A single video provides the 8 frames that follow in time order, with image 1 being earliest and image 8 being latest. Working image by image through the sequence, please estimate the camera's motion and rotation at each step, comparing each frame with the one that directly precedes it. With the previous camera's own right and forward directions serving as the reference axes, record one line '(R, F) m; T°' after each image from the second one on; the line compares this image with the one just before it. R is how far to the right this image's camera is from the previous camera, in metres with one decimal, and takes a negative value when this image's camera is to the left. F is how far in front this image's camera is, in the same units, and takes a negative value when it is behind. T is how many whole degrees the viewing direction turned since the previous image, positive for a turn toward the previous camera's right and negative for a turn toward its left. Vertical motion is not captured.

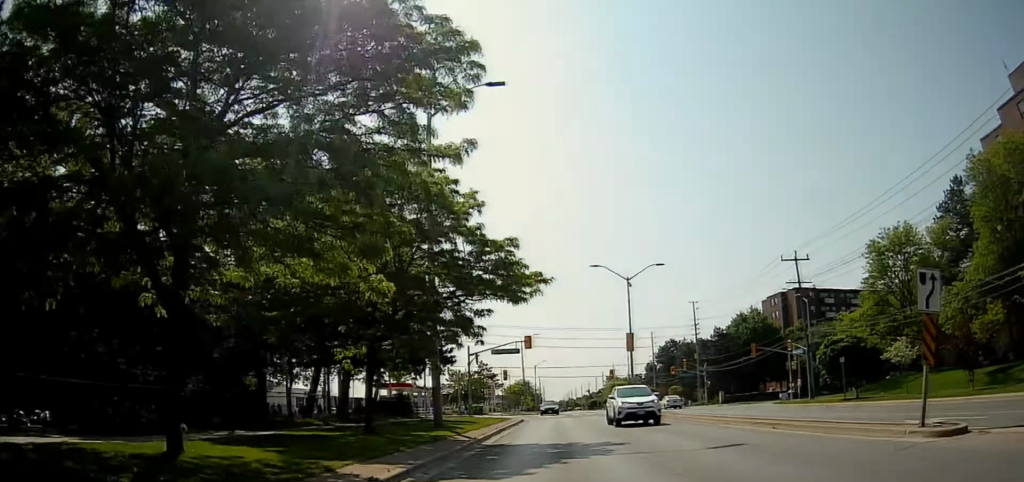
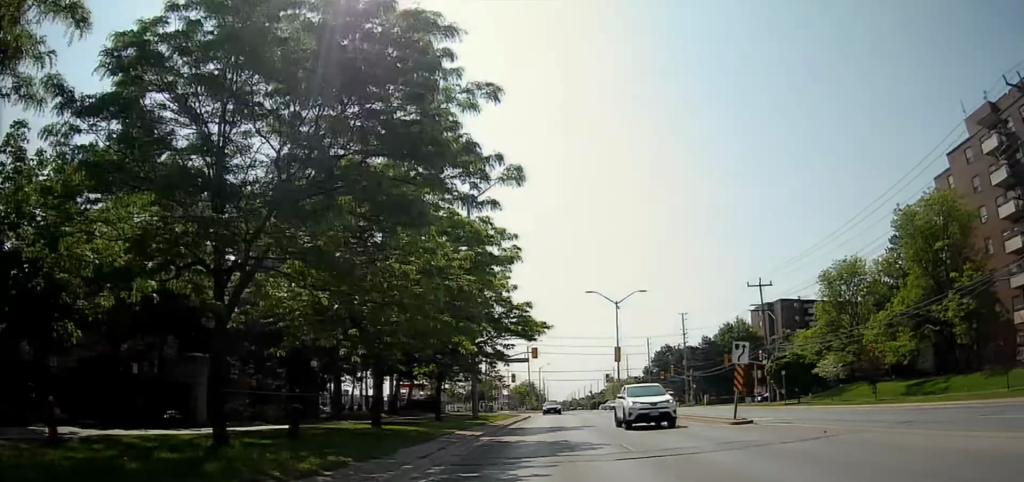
(0.0, +8.8) m; 0°
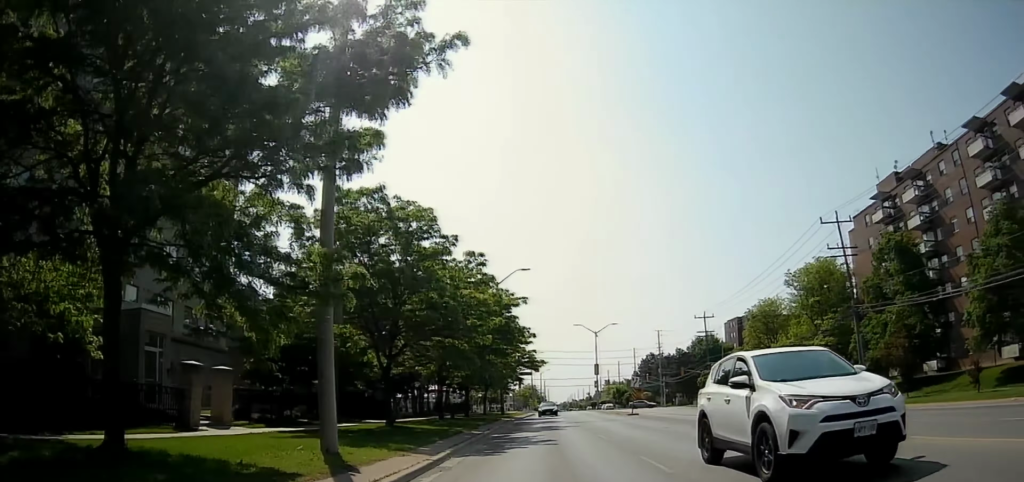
(+0.1, +19.8) m; +5°
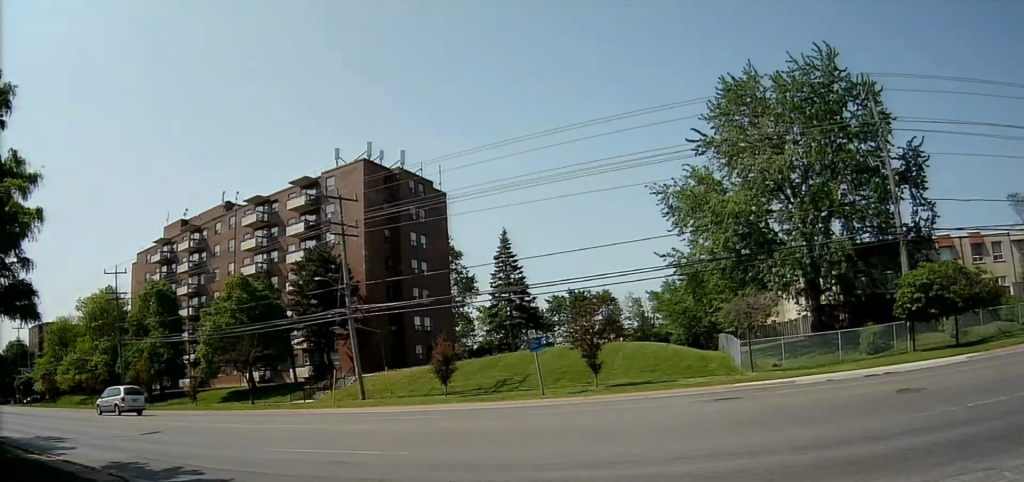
(+4.7, +14.9) m; +51°
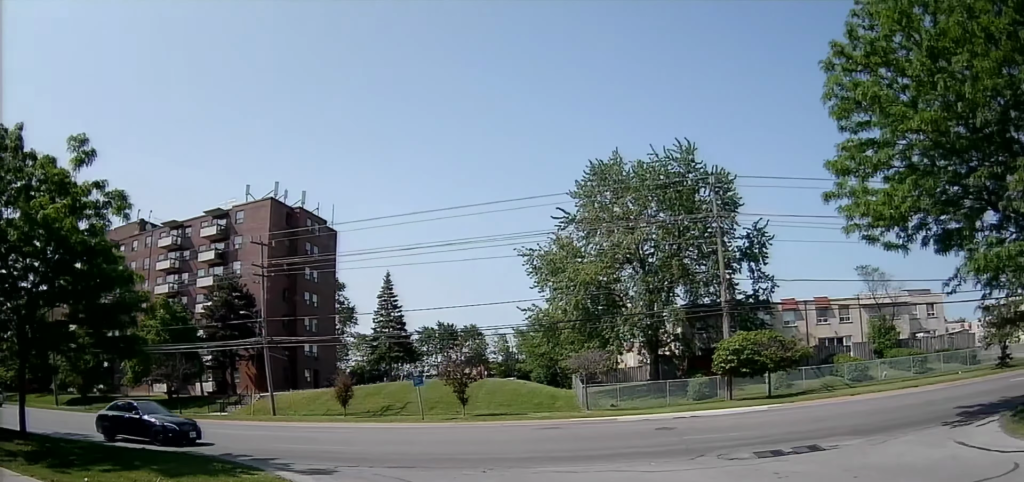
(+2.2, +7.1) m; +21°
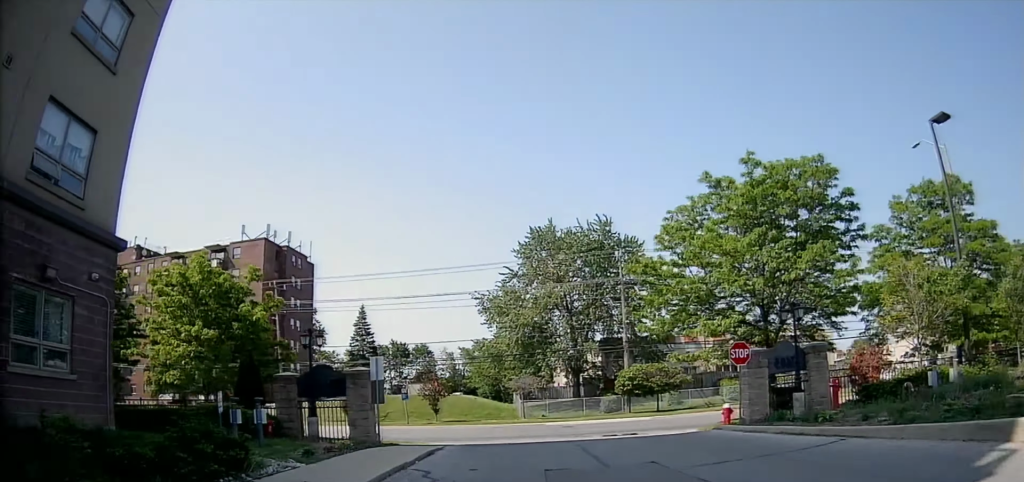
(+1.6, +10.8) m; +9°
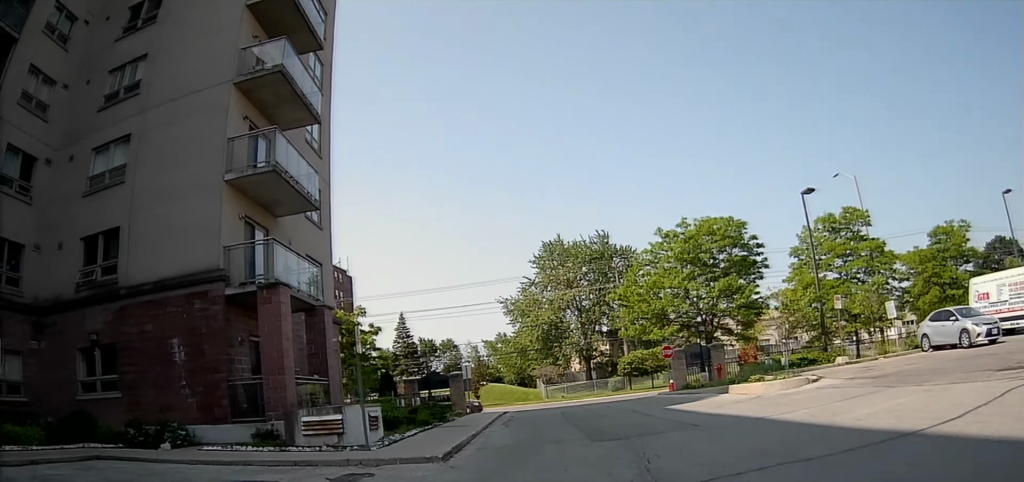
(+0.1, +9.7) m; +1°
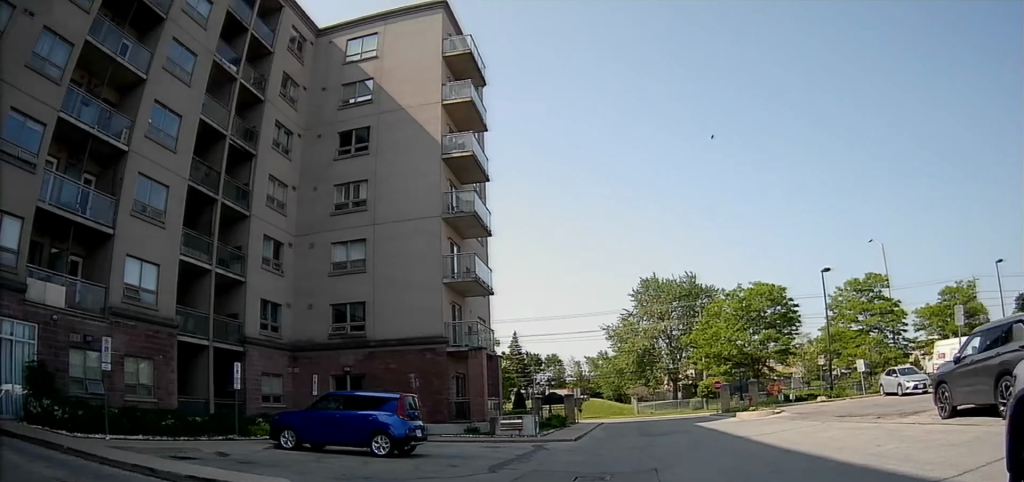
(0.0, +10.7) m; 0°
